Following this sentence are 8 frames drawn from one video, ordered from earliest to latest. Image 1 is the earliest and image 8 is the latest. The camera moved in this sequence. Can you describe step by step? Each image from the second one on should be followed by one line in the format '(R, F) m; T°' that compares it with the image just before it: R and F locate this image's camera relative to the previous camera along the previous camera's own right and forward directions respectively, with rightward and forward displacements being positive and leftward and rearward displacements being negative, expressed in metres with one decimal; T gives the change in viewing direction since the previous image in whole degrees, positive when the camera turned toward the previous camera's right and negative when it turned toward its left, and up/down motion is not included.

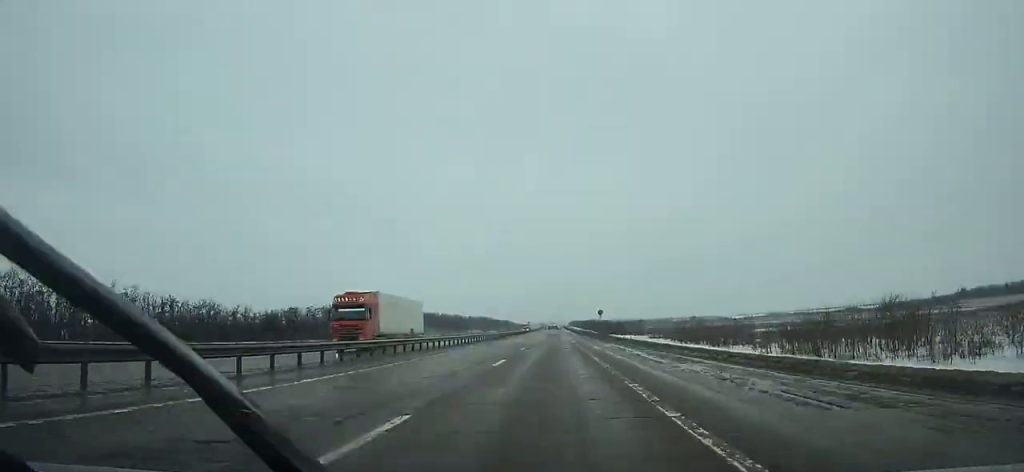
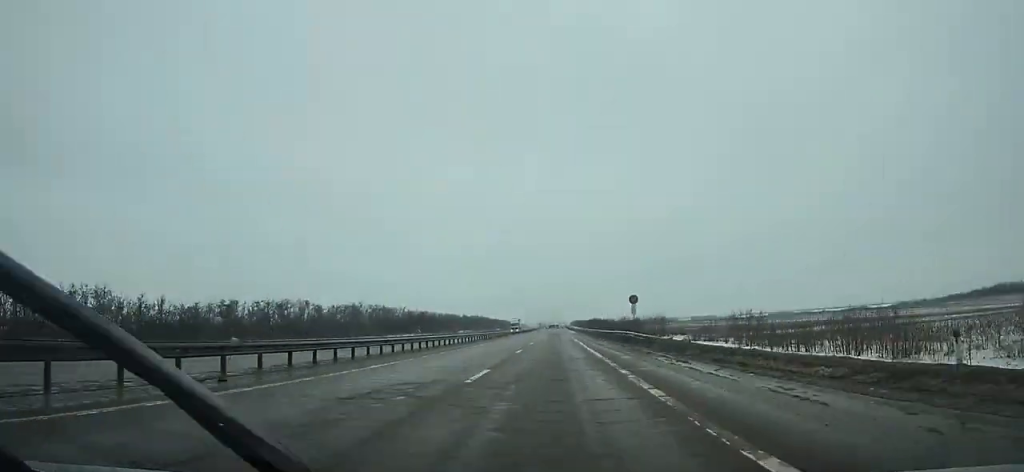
(-0.1, +39.5) m; 0°
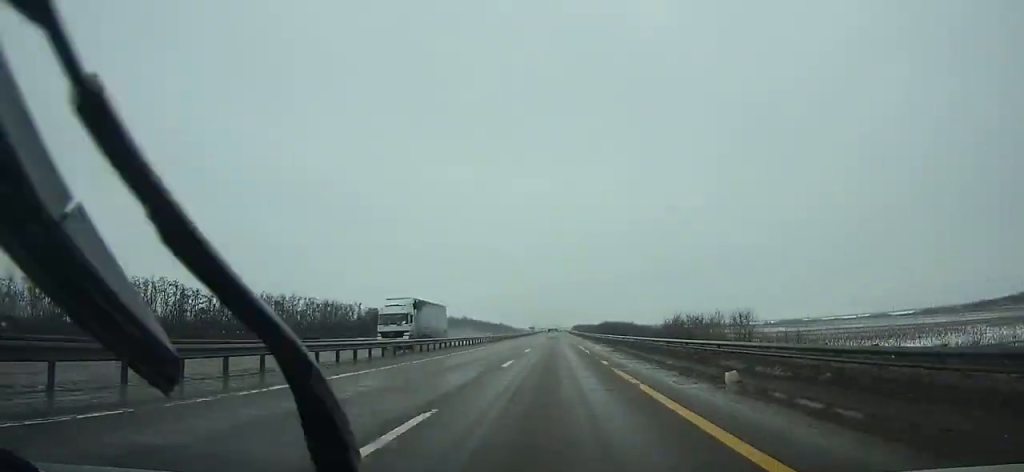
(+0.2, +72.3) m; 0°
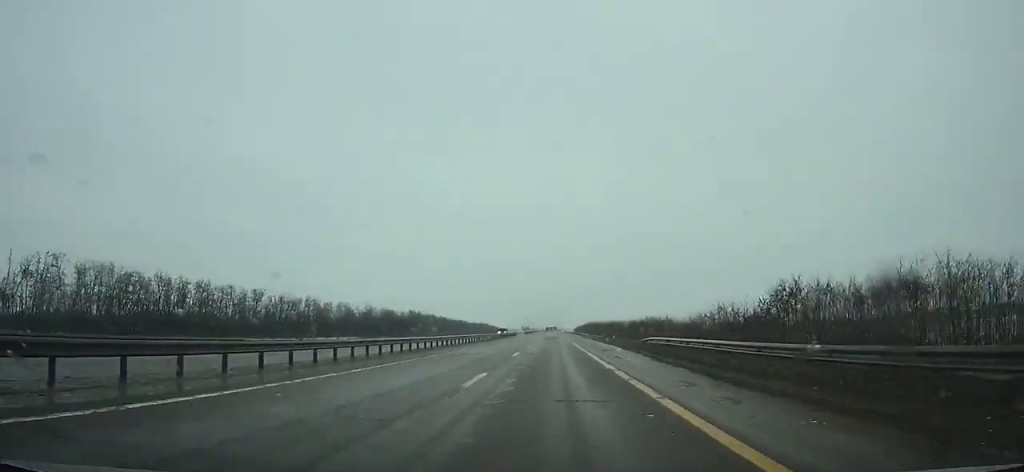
(-0.9, +182.4) m; 0°
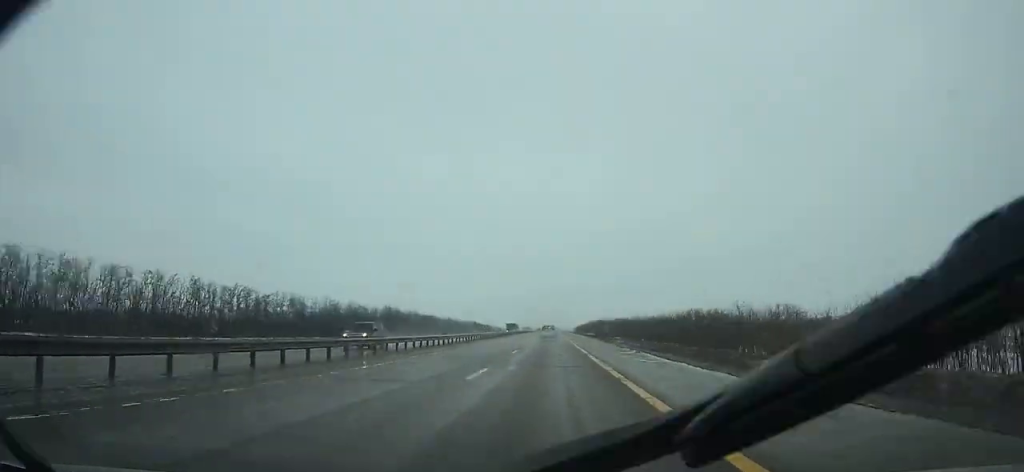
(+0.1, +46.3) m; 0°
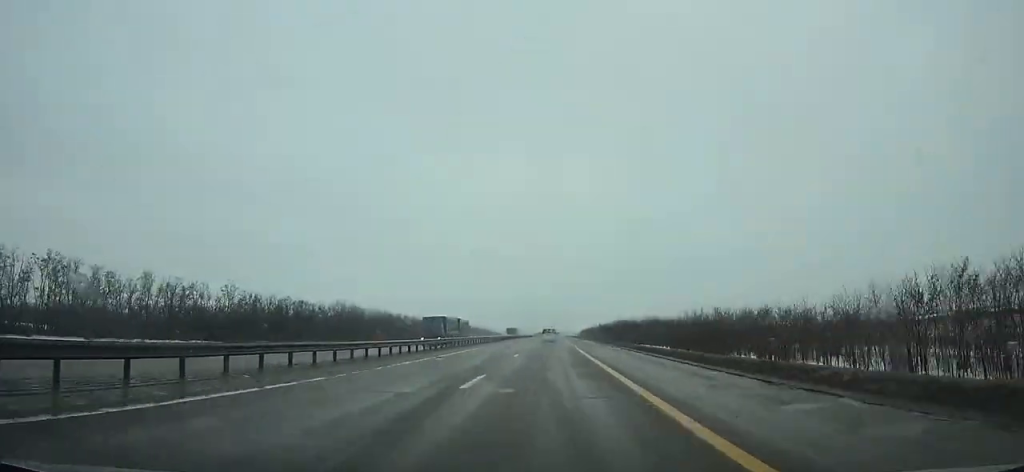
(+0.1, +65.1) m; 0°
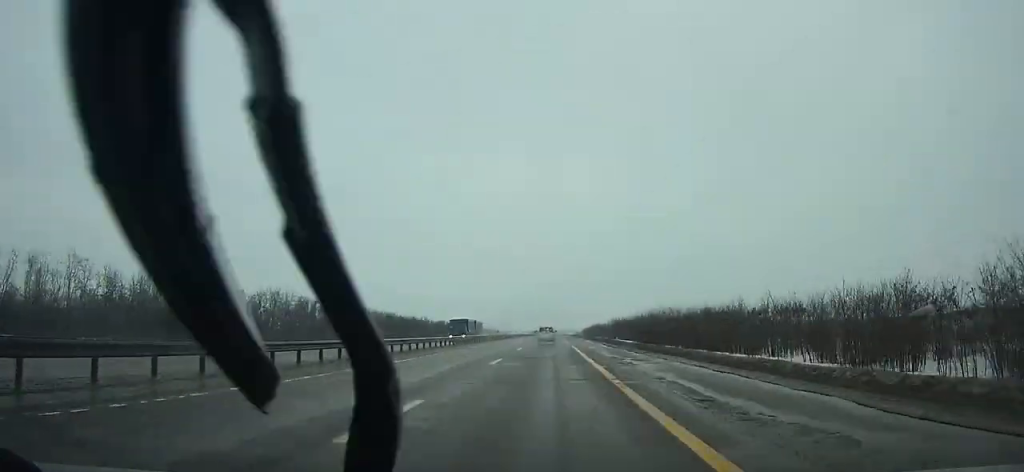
(+0.1, +53.9) m; 0°
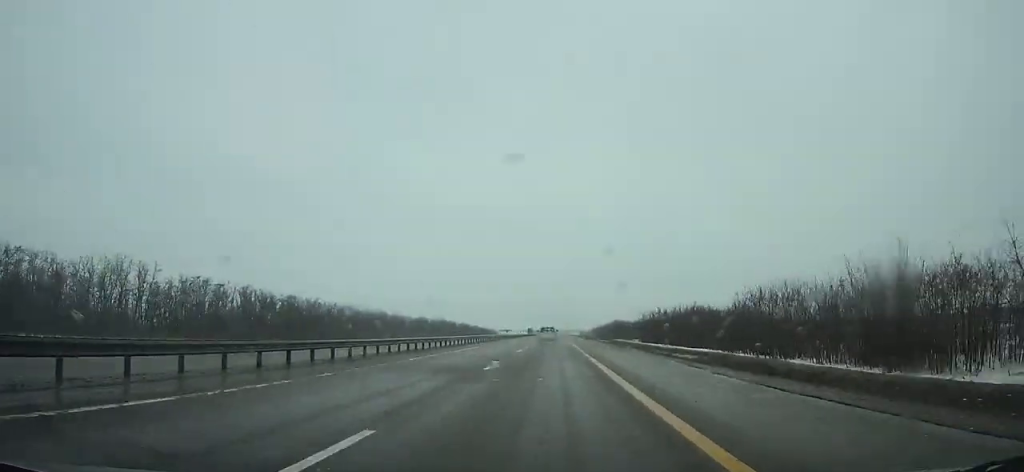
(-0.3, +66.6) m; 0°
